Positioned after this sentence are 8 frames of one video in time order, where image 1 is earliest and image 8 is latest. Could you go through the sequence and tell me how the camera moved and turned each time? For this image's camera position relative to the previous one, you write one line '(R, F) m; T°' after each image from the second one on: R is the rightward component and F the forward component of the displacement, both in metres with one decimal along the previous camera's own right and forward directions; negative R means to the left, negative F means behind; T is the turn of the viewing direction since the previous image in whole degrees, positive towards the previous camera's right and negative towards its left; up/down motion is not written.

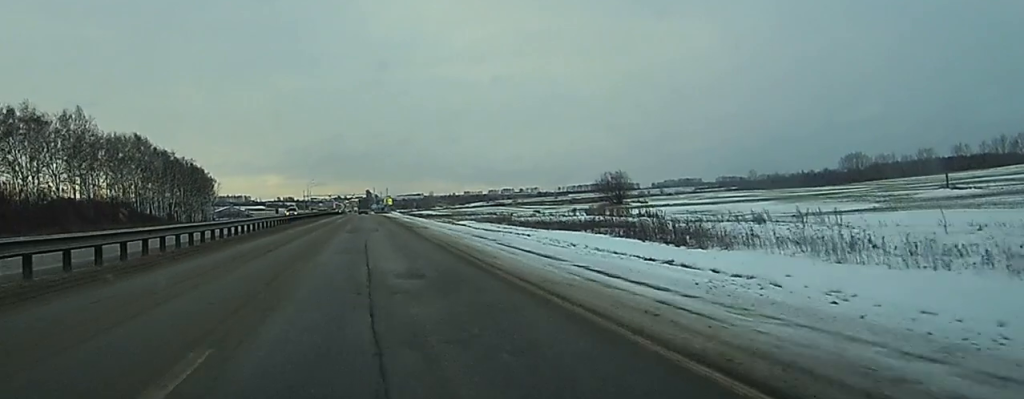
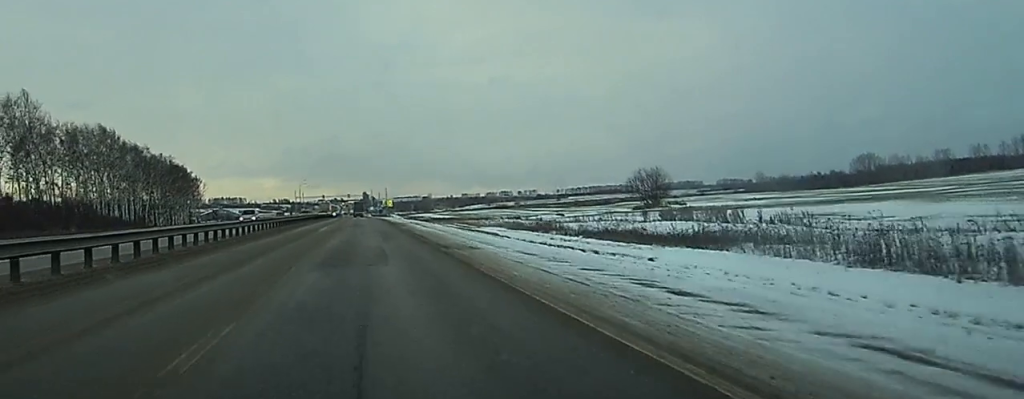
(+0.1, +22.4) m; +1°
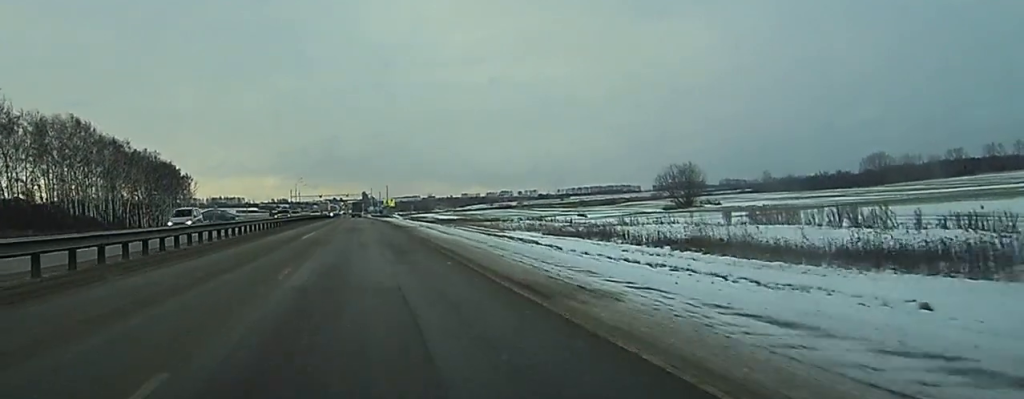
(+0.1, +14.8) m; +1°
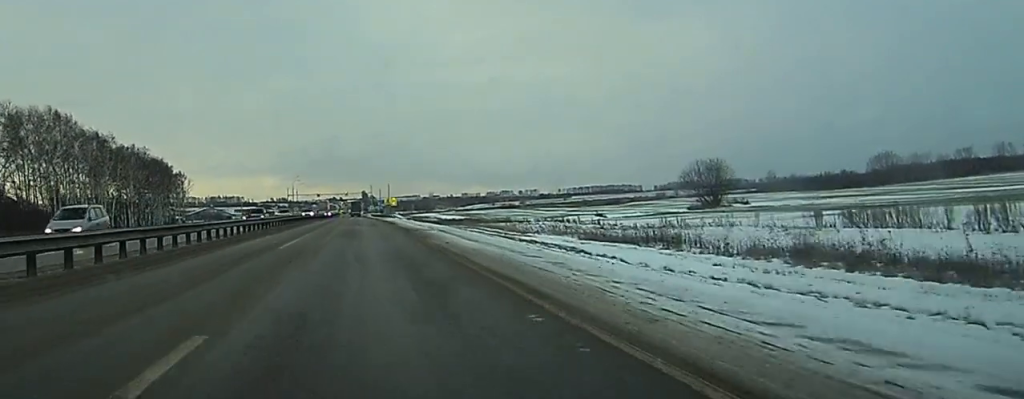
(0.0, +10.0) m; 0°
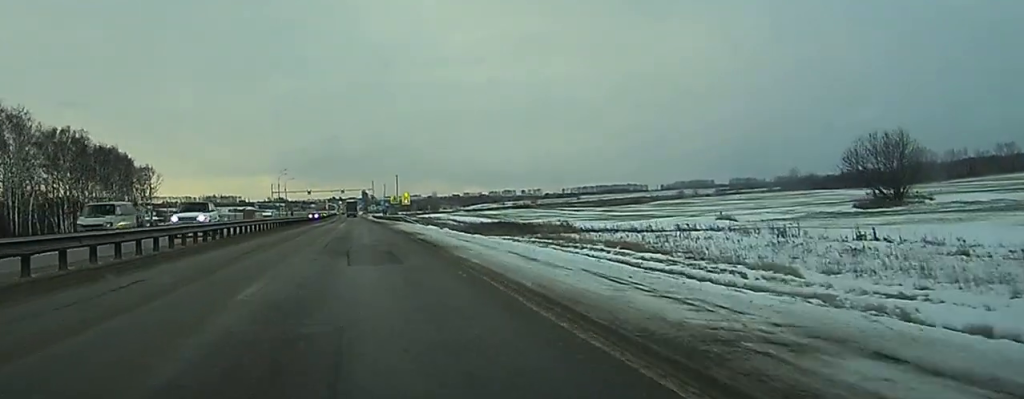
(+0.2, +41.4) m; 0°
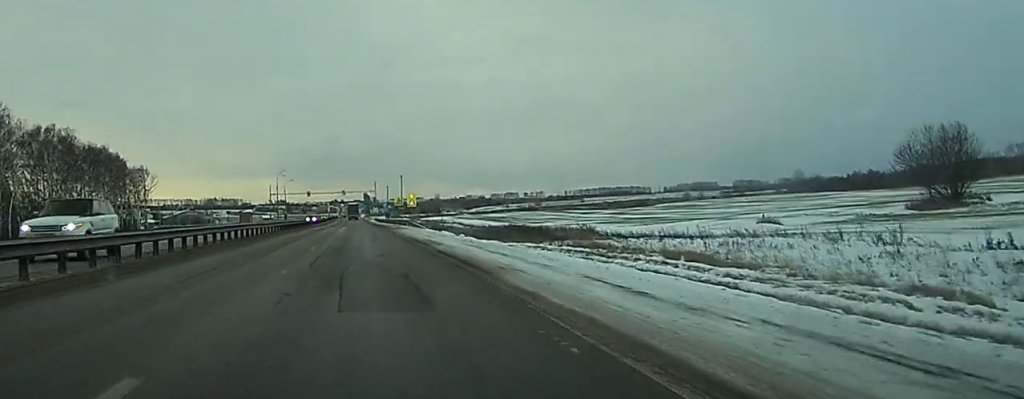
(0.0, +8.1) m; 0°
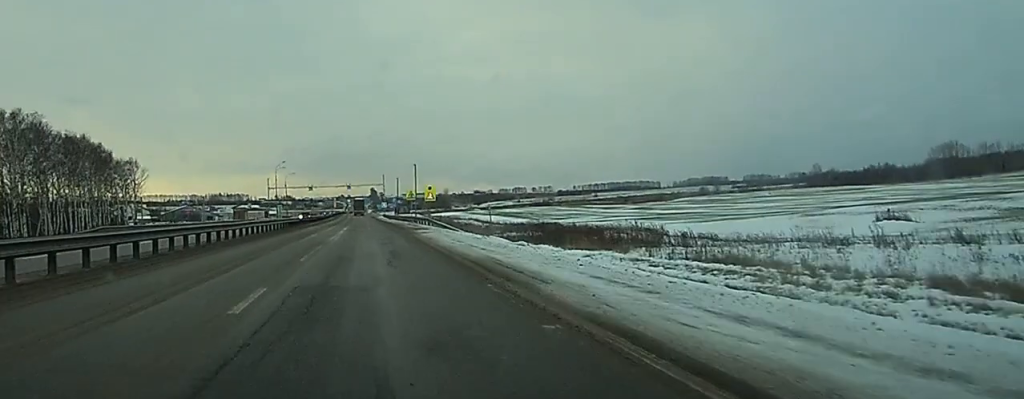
(-0.1, +16.9) m; +1°
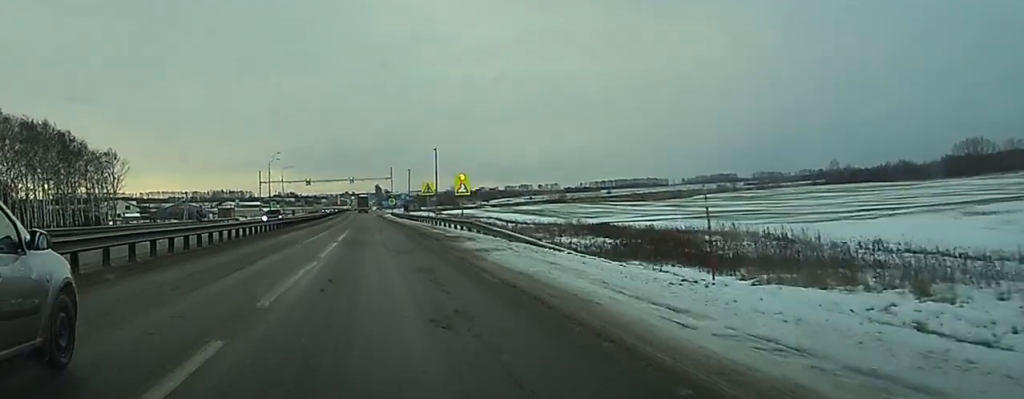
(+0.4, +21.8) m; -2°
